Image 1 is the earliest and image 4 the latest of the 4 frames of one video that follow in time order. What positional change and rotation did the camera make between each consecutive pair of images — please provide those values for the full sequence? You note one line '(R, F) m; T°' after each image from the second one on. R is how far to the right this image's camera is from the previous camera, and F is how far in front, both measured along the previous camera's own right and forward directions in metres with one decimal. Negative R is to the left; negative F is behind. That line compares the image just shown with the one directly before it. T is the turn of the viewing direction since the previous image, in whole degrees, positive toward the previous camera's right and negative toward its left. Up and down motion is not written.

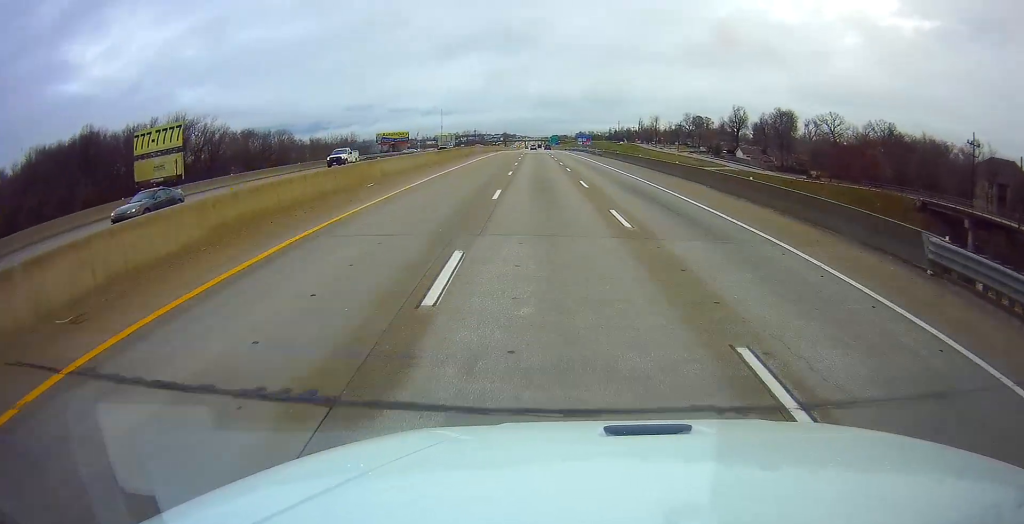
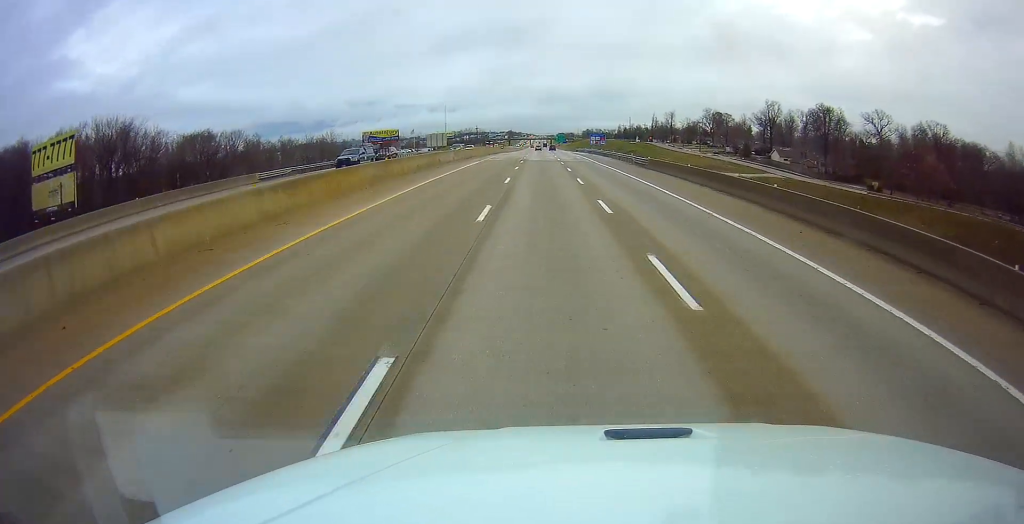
(+0.5, +29.4) m; 0°
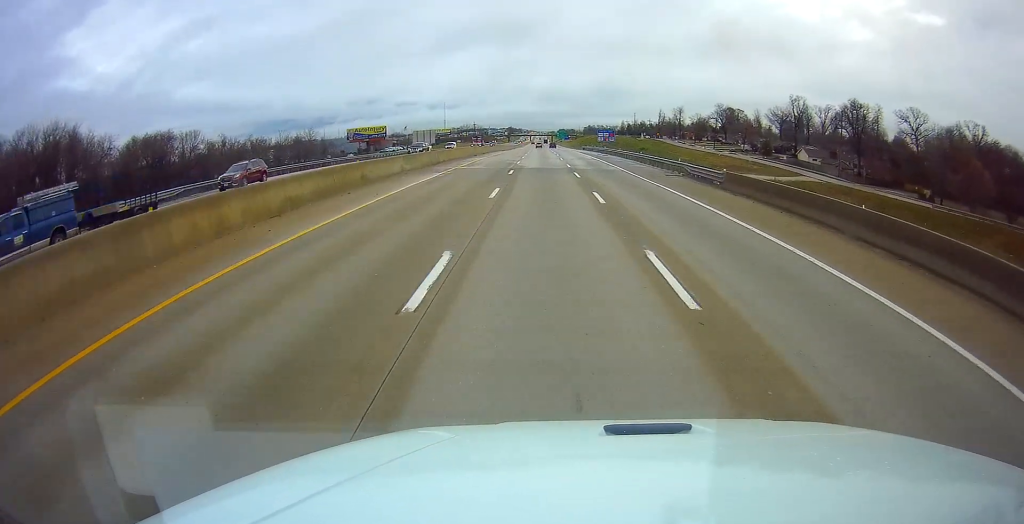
(-0.3, +20.4) m; -1°
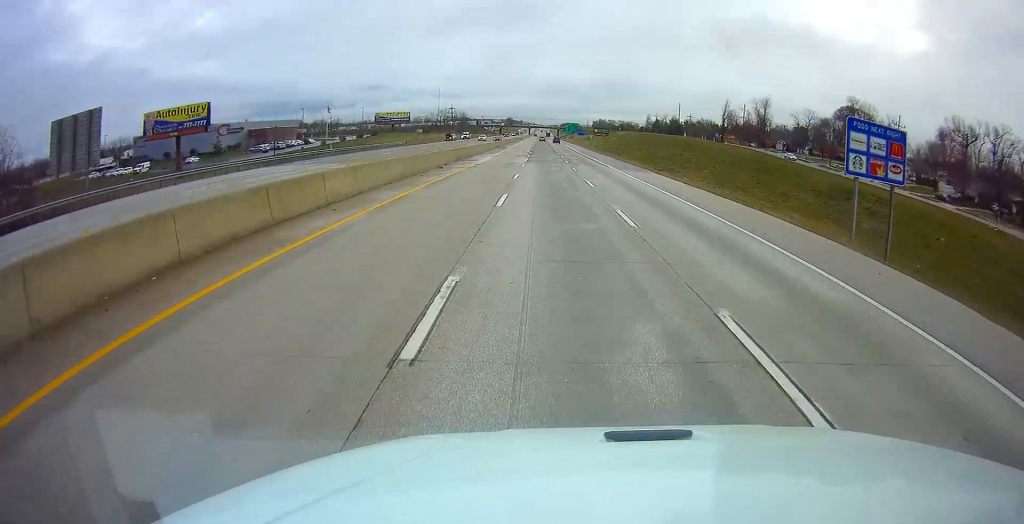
(+0.1, +124.6) m; 0°
